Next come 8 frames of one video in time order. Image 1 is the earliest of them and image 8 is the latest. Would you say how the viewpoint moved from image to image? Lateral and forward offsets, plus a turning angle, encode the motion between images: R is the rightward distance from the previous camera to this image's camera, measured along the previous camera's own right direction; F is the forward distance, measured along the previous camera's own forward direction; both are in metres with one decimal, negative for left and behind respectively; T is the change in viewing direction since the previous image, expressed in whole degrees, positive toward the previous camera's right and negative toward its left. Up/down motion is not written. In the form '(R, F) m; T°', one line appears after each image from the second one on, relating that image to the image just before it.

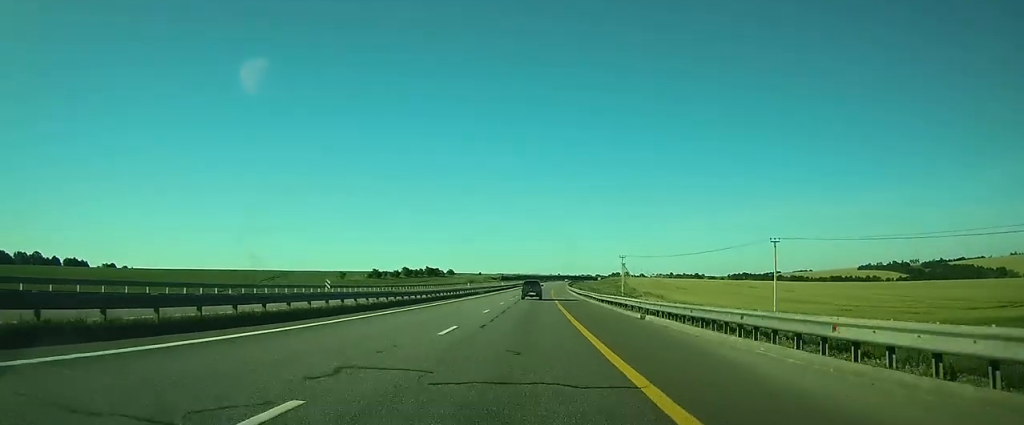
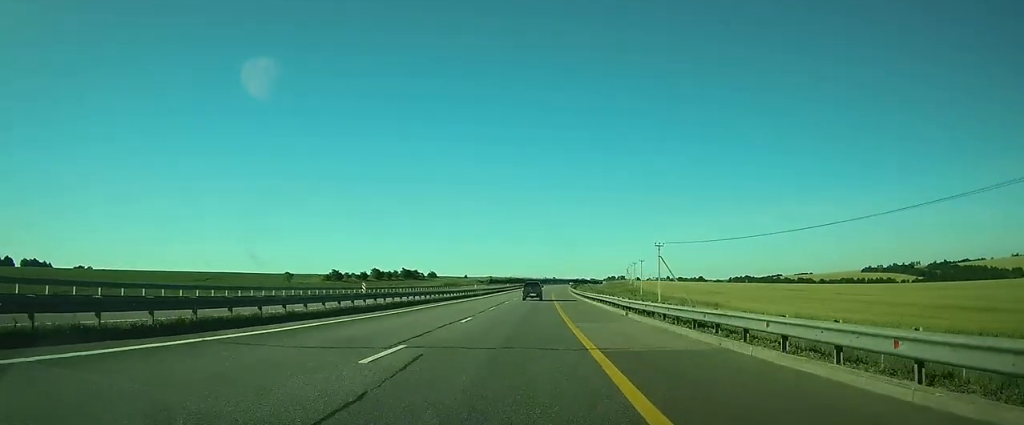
(+0.2, +42.1) m; 0°
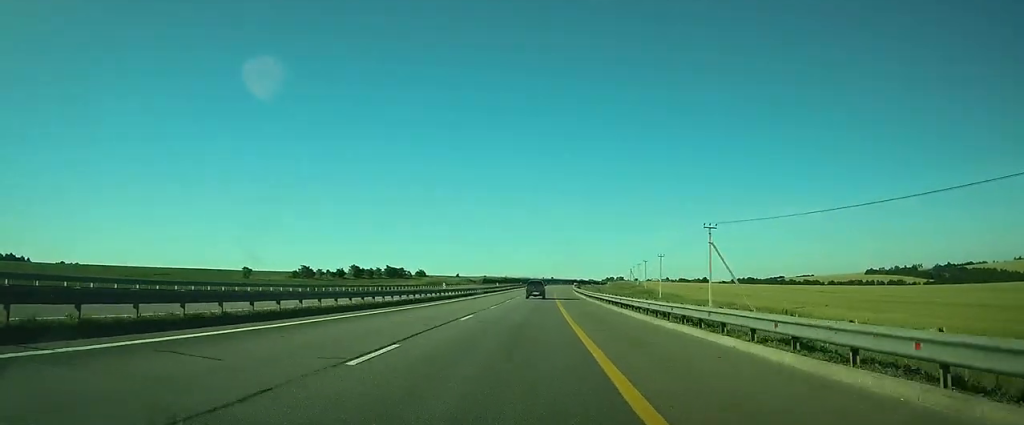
(0.0, +24.6) m; 0°
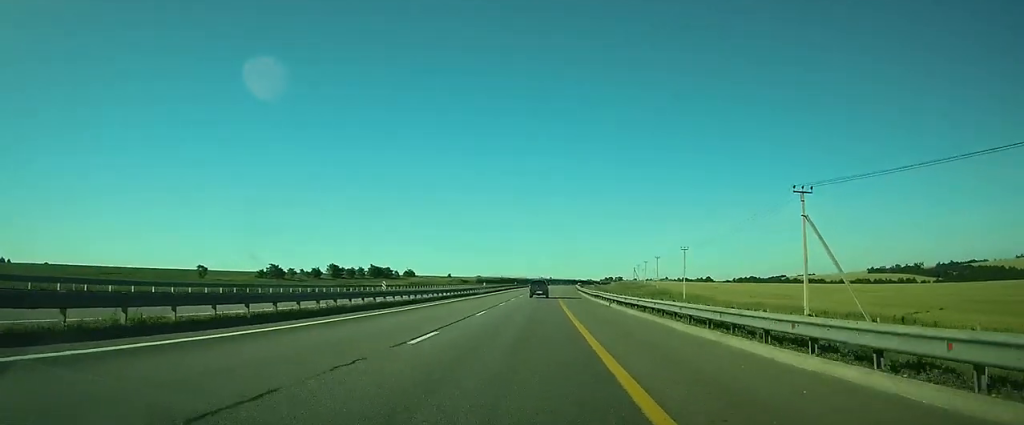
(0.0, +20.5) m; 0°
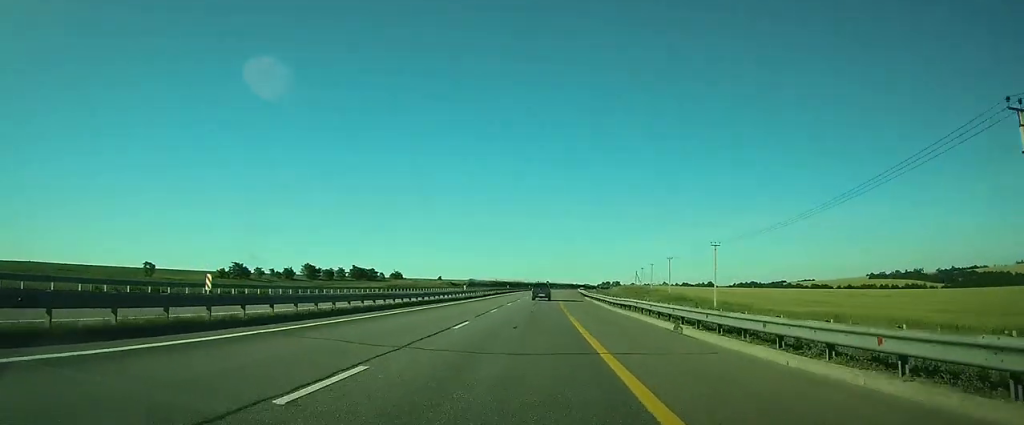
(+0.1, +18.4) m; 0°
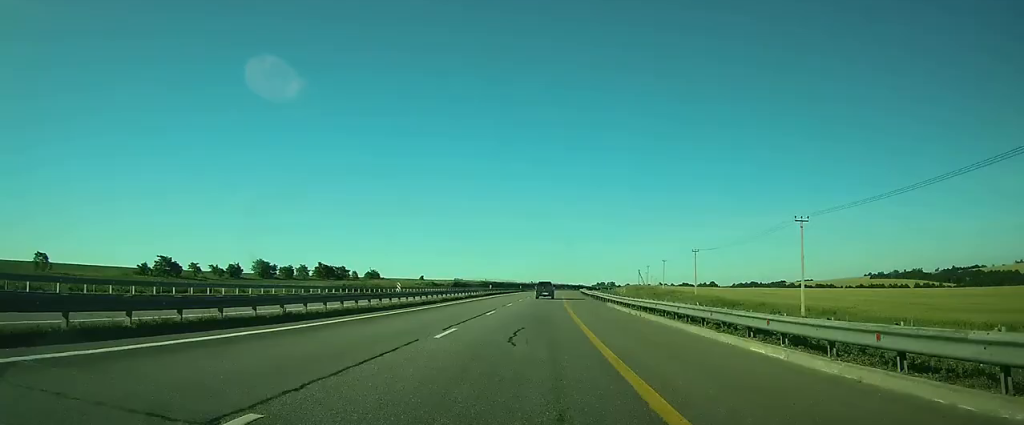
(+0.1, +27.5) m; +1°
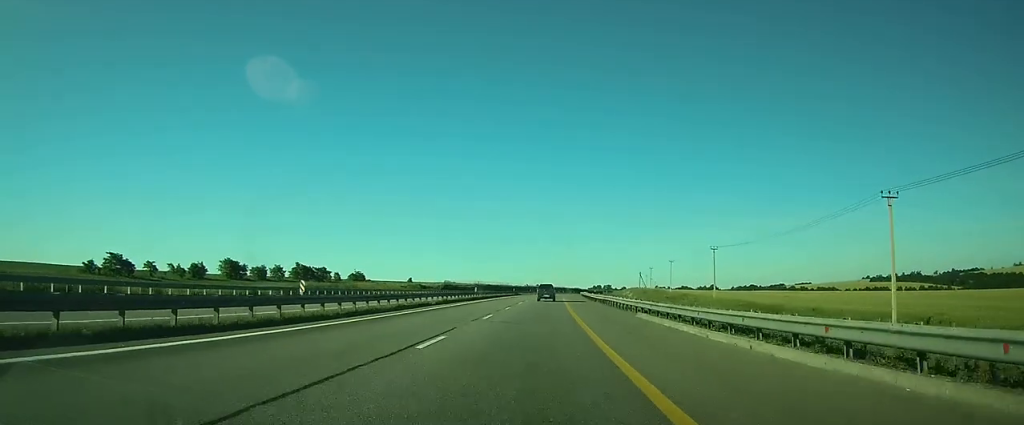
(-0.1, +14.2) m; +1°
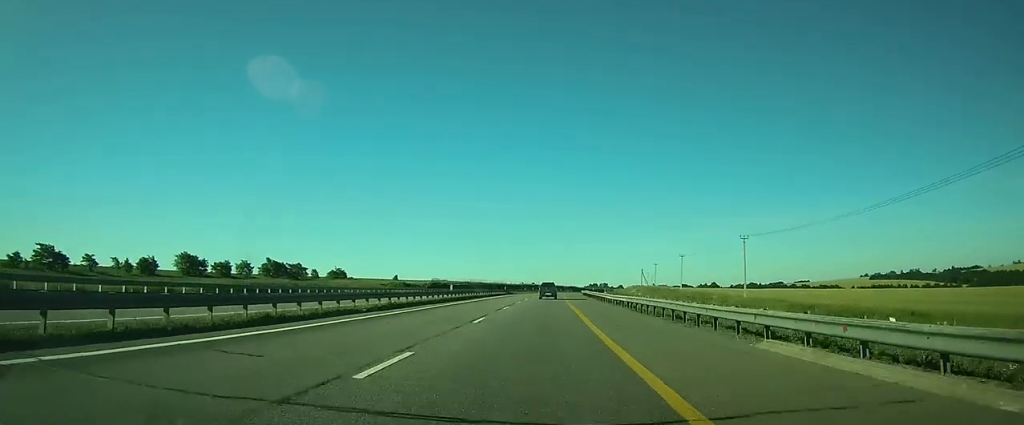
(+0.3, +16.1) m; 0°
